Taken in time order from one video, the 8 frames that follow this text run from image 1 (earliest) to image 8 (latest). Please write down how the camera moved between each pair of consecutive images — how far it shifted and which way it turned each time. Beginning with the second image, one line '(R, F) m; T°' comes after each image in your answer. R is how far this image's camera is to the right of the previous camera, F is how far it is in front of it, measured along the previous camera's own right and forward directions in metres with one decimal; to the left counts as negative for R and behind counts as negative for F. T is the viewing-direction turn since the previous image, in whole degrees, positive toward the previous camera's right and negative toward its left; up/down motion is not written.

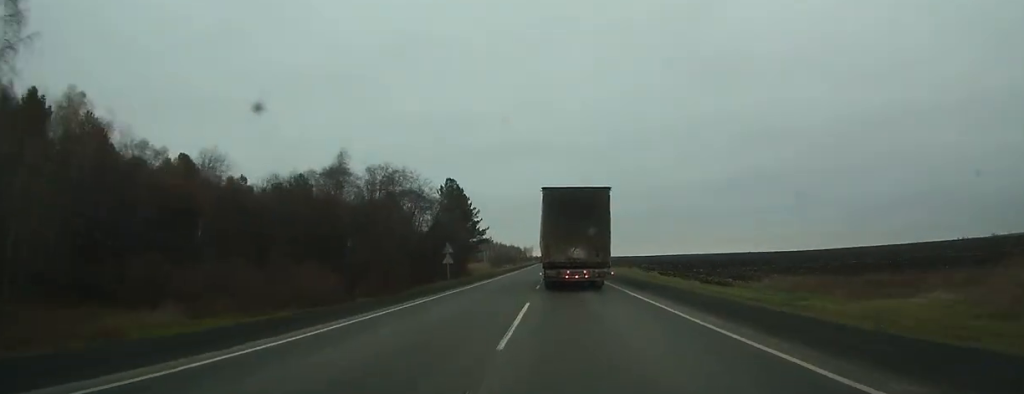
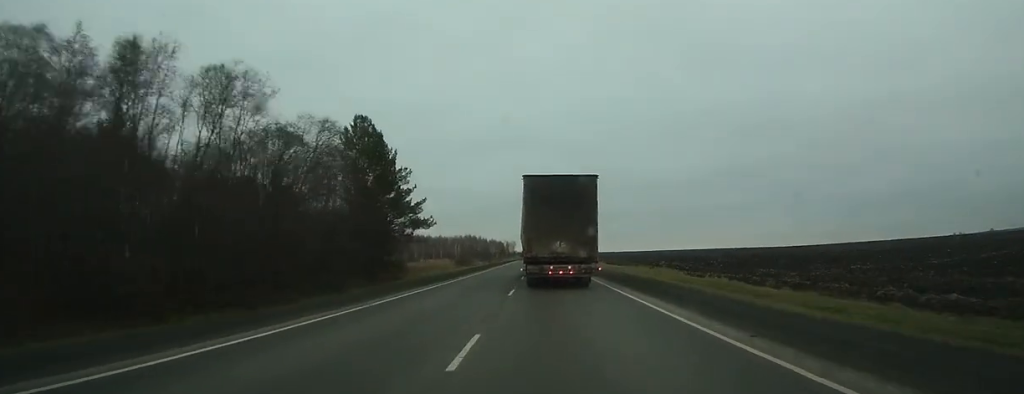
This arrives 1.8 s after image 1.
(0.0, +42.8) m; 0°
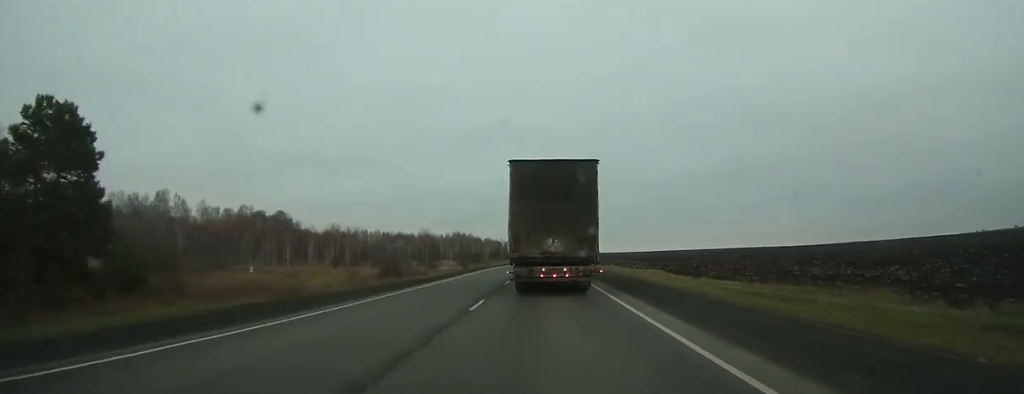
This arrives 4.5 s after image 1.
(-0.1, +64.2) m; 0°
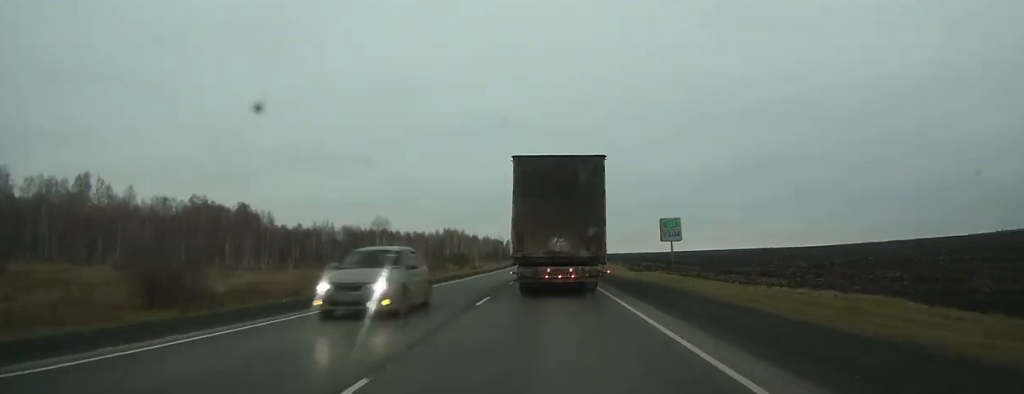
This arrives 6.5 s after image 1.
(+0.1, +47.7) m; 0°
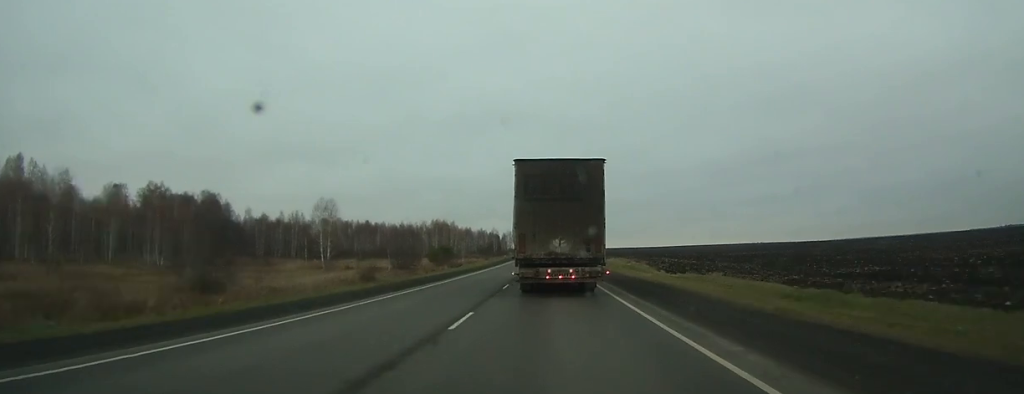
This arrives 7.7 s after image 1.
(-0.2, +29.7) m; 0°
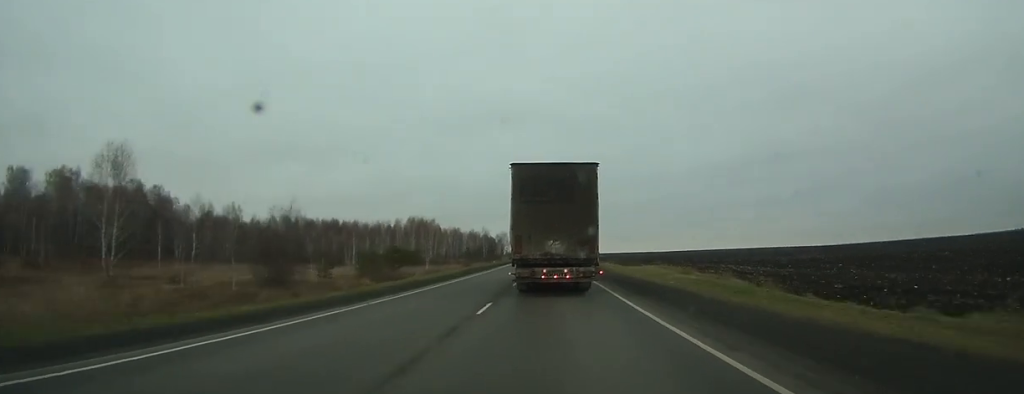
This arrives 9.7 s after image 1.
(0.0, +46.4) m; 0°
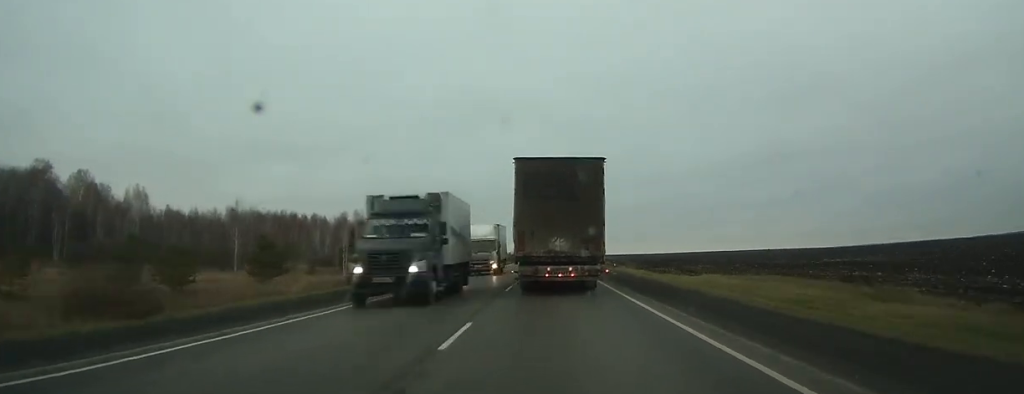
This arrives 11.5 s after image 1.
(0.0, +41.2) m; 0°
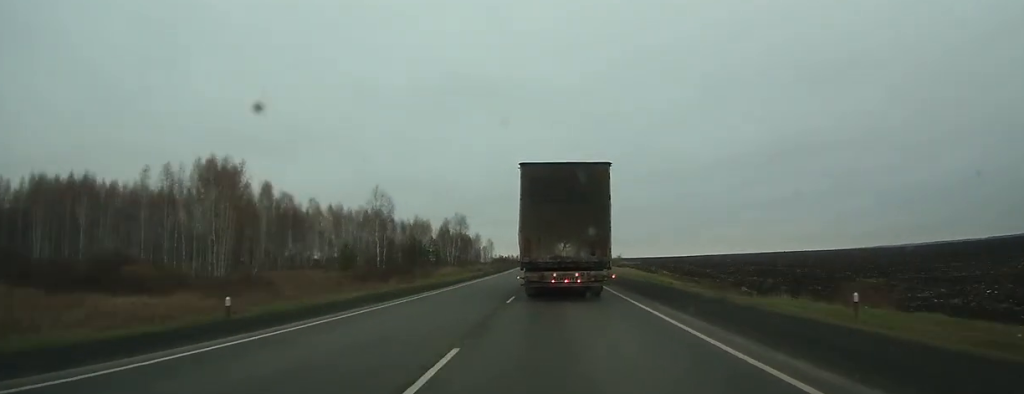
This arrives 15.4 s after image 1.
(-0.6, +87.9) m; -1°
